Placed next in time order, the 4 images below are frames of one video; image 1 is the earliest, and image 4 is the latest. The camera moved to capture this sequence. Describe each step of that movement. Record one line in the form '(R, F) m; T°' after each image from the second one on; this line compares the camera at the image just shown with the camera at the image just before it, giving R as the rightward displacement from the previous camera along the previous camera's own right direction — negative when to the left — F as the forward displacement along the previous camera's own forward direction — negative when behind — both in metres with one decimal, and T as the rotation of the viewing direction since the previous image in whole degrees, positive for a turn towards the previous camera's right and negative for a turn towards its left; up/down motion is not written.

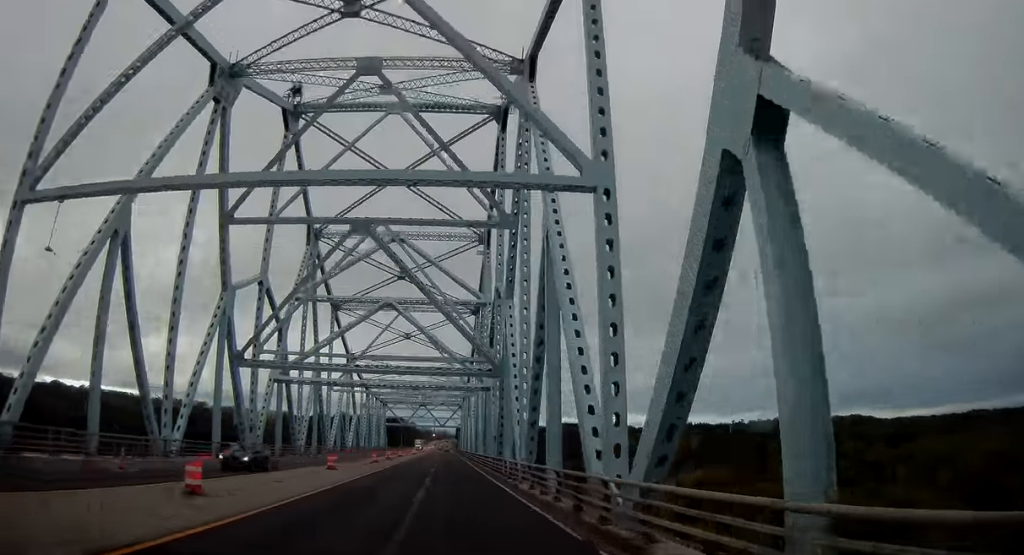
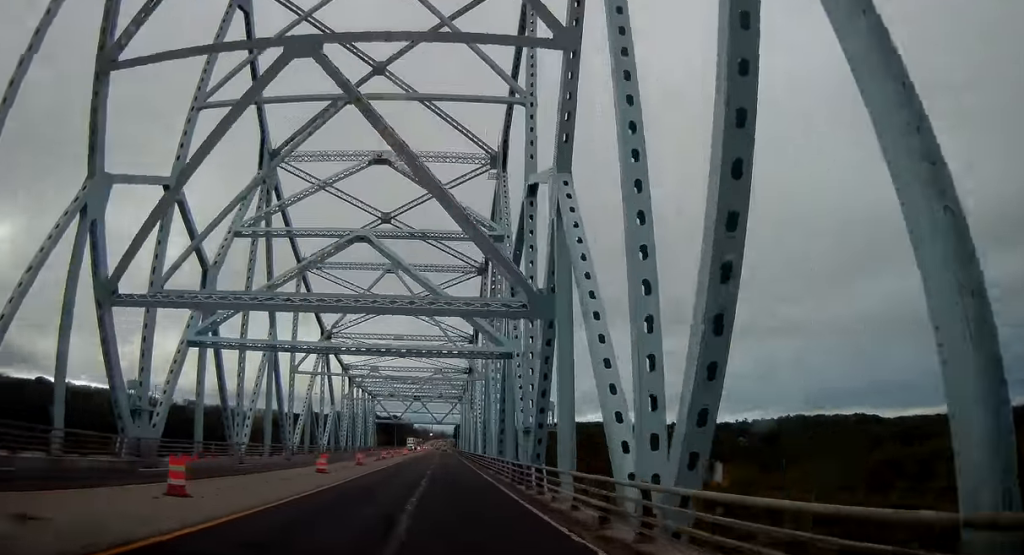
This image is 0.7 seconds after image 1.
(+0.1, +21.3) m; +1°
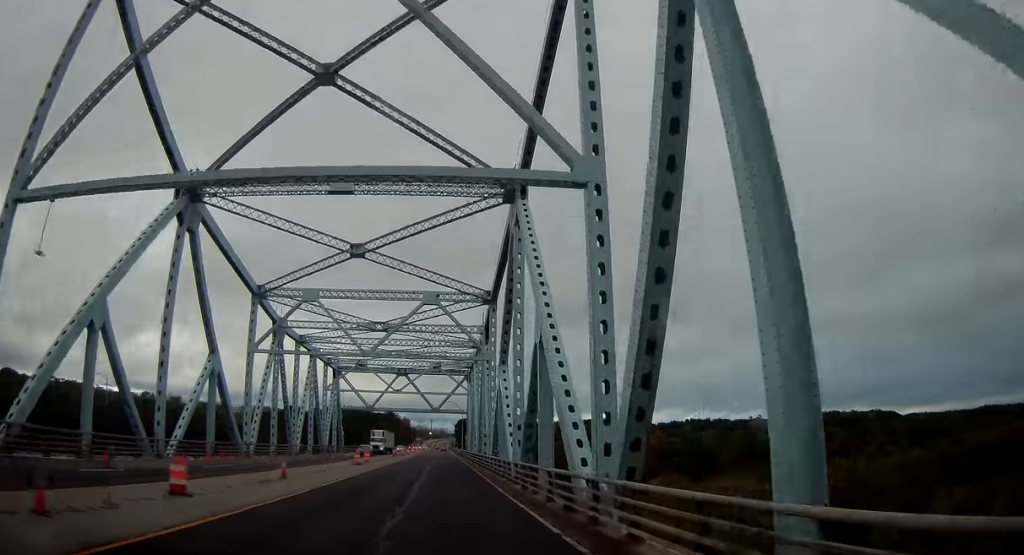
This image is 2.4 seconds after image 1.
(+0.3, +51.6) m; 0°
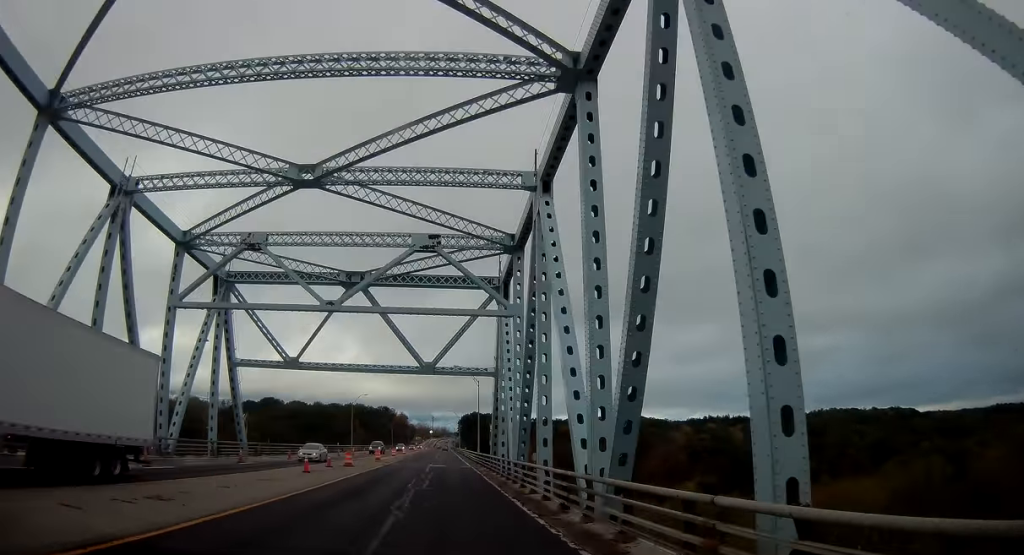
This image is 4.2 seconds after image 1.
(-0.2, +54.5) m; -1°
